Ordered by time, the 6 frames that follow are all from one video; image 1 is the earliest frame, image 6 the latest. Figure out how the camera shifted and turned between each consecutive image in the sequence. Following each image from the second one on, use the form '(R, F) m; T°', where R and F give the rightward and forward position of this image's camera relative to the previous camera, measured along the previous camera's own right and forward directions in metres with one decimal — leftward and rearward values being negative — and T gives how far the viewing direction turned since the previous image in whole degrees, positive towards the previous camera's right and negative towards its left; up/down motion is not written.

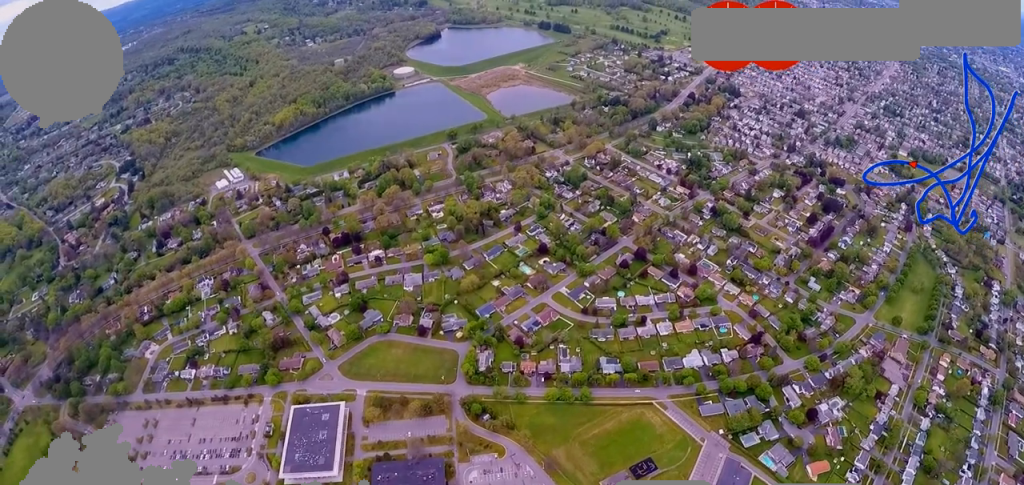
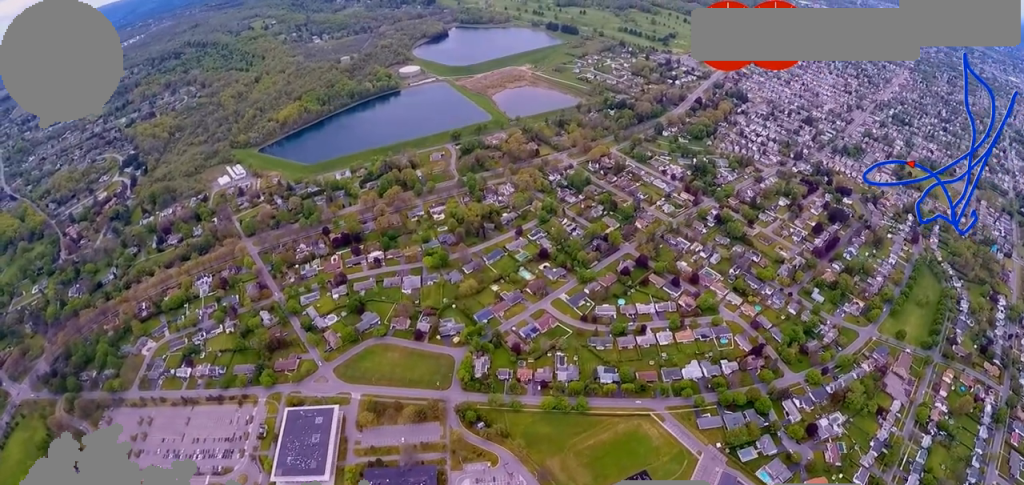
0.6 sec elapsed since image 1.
(-0.1, +9.6) m; -2°
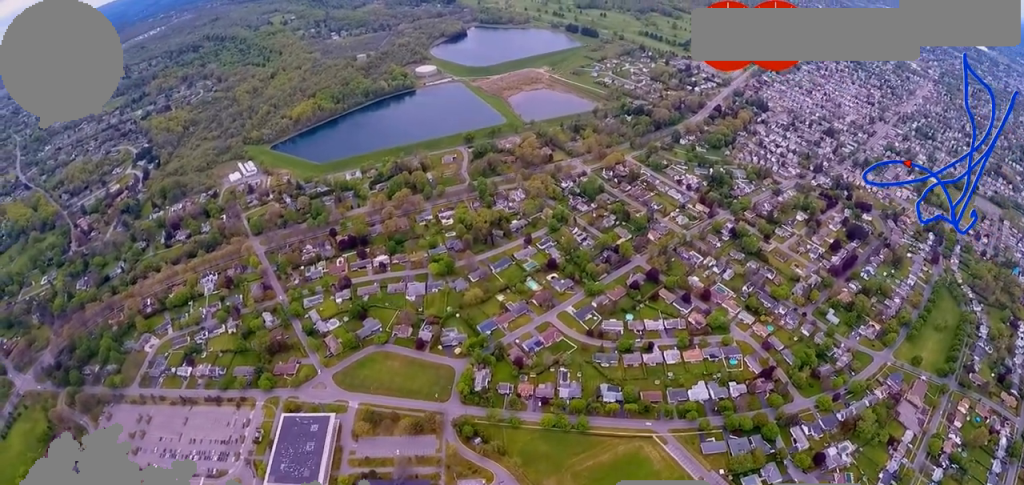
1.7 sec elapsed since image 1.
(-0.5, +18.9) m; -3°
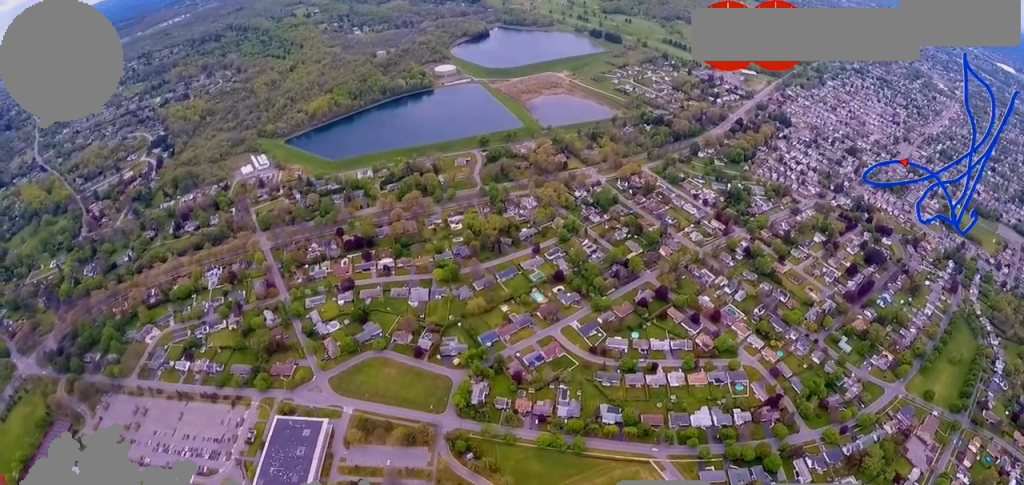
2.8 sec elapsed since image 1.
(-0.3, +18.4) m; -3°
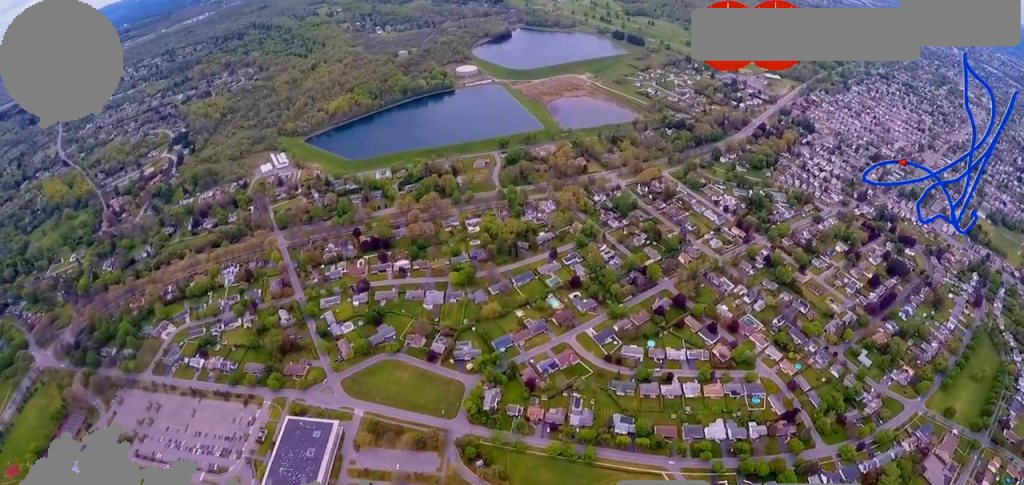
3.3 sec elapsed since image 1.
(0.0, +8.0) m; -2°
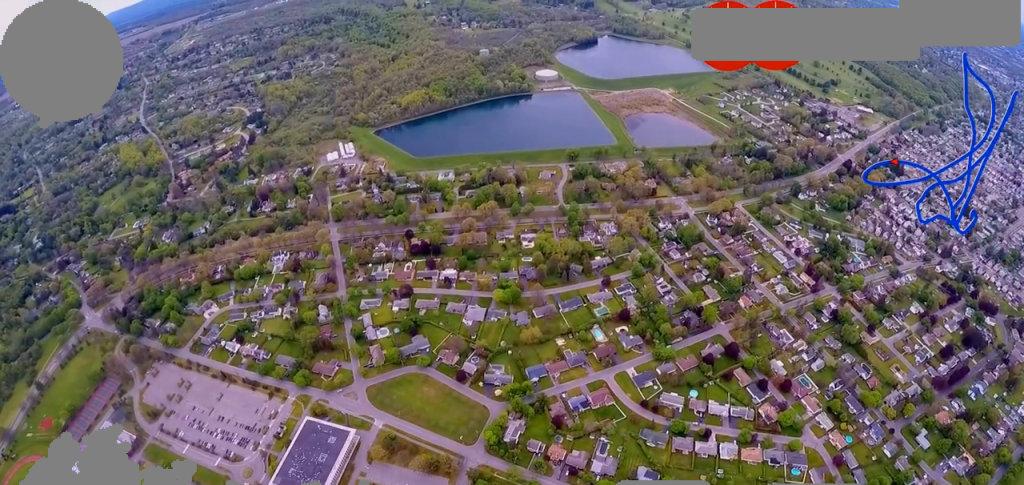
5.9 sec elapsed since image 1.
(-4.2, +39.3) m; -10°
